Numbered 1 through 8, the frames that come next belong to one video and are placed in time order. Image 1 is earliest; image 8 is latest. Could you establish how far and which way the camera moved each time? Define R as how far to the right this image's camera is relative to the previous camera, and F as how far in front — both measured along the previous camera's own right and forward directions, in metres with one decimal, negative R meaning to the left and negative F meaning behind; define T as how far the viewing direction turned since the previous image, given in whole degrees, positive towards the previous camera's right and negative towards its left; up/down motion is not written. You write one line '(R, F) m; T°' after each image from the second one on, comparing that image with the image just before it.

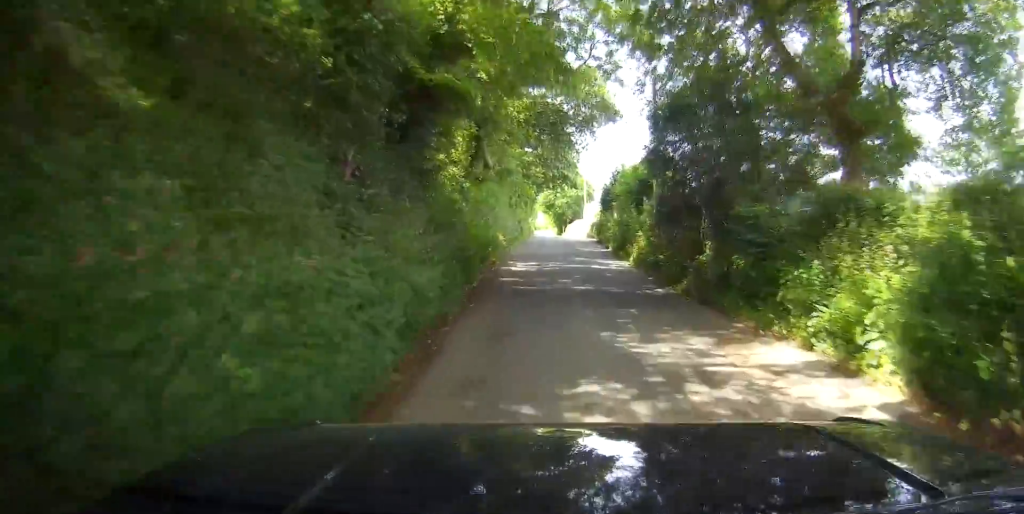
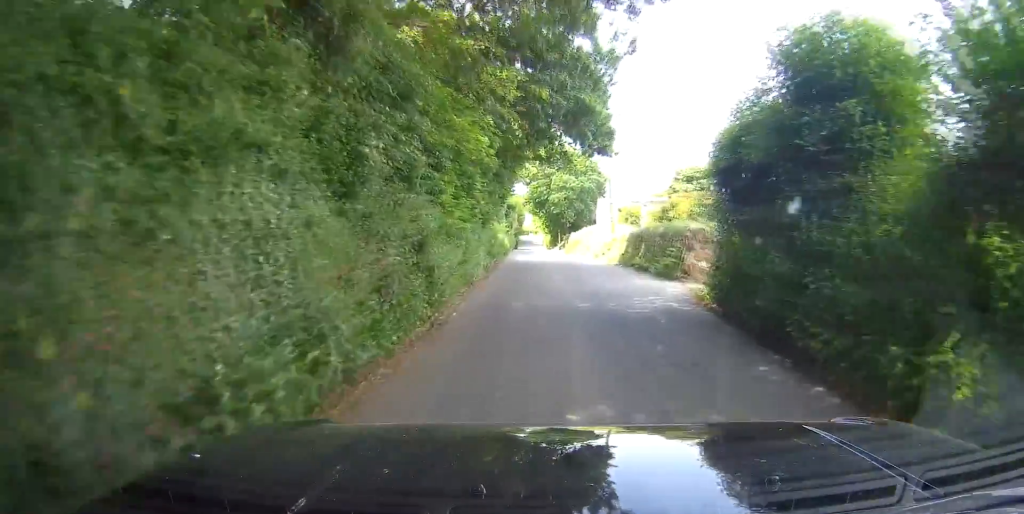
(-0.6, +28.8) m; -3°
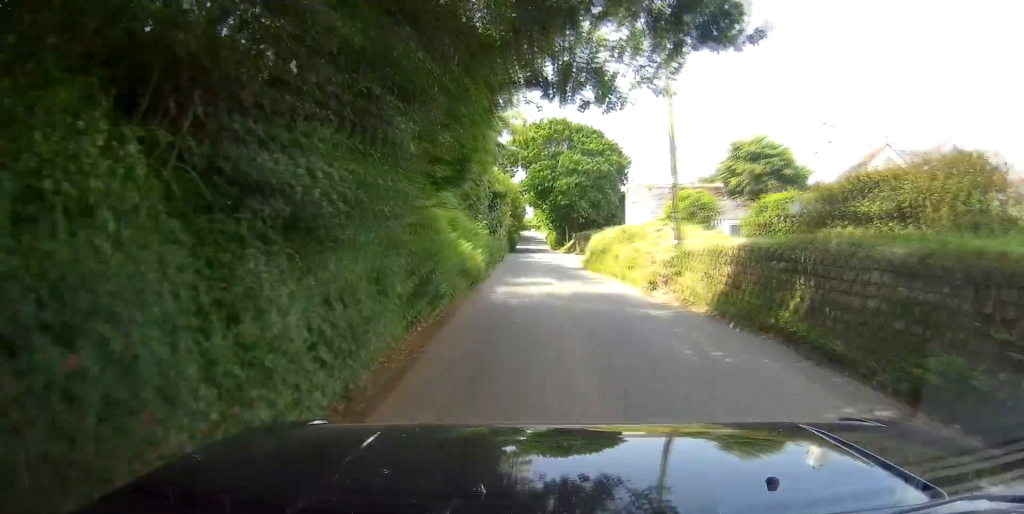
(-0.2, +13.1) m; -2°
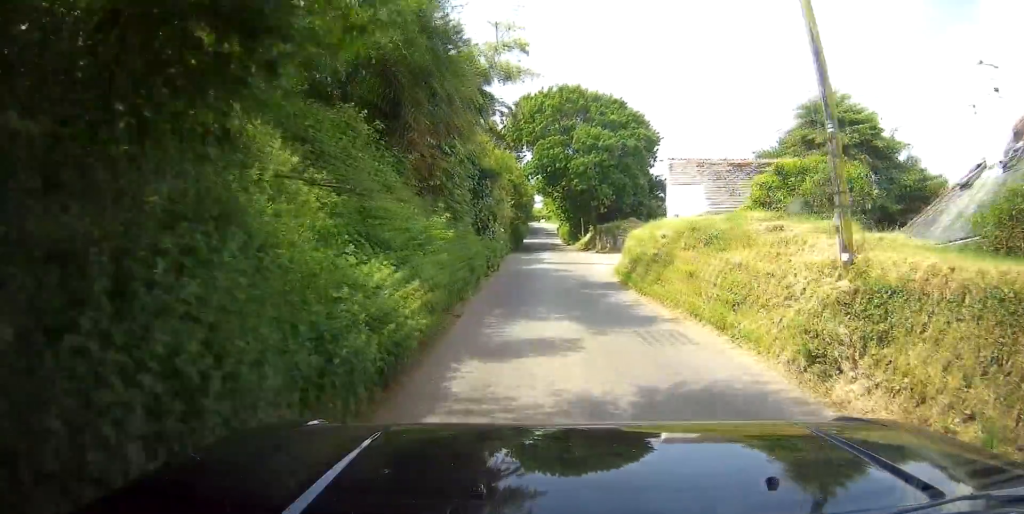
(-0.1, +9.1) m; -1°
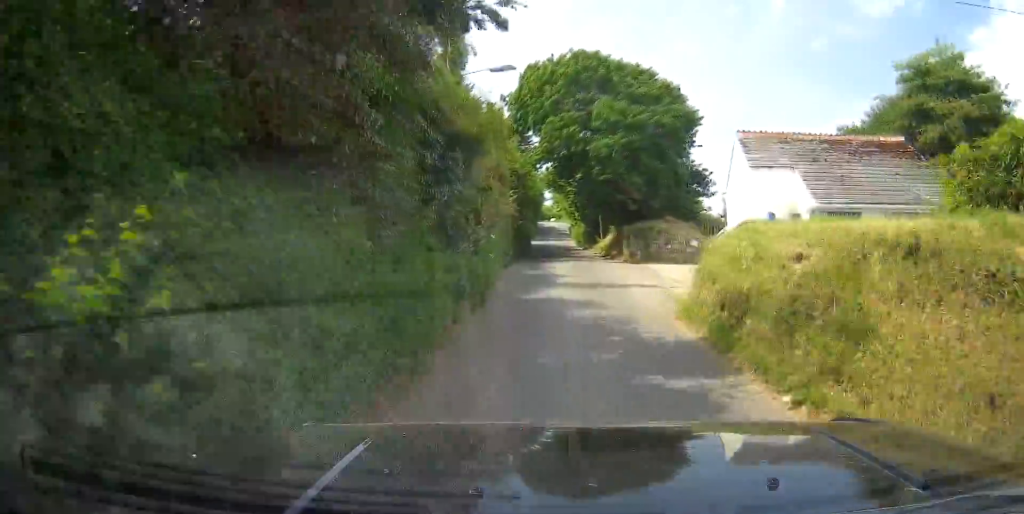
(-0.1, +8.4) m; 0°
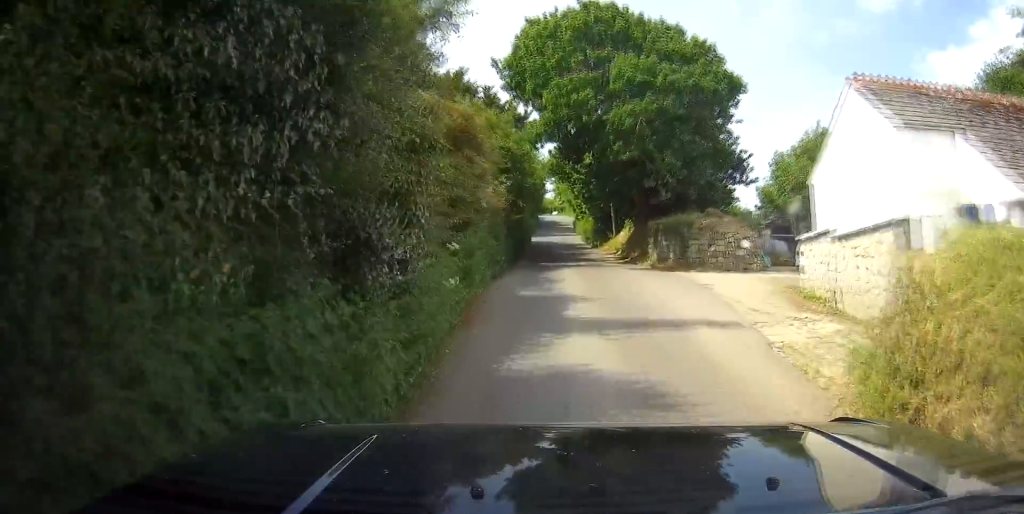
(0.0, +7.0) m; 0°
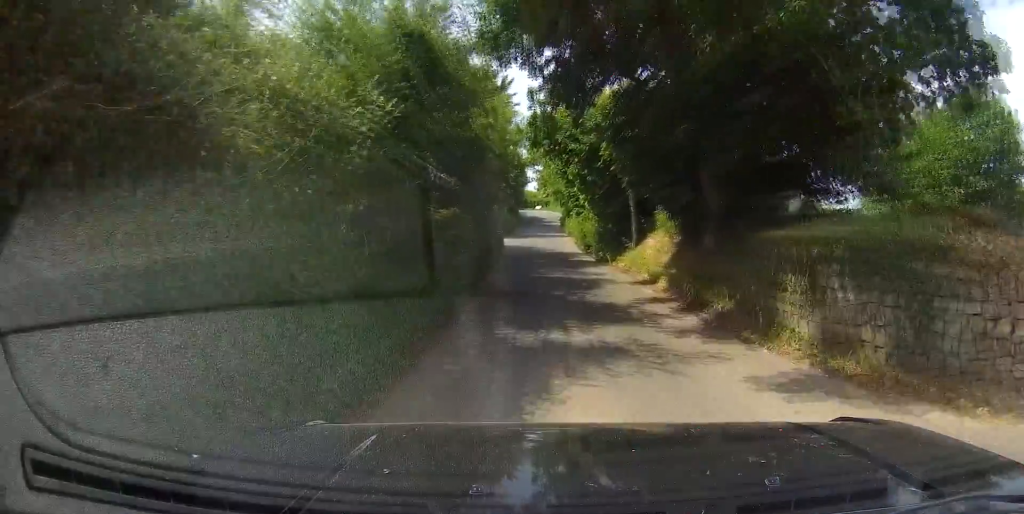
(-0.2, +15.9) m; -4°
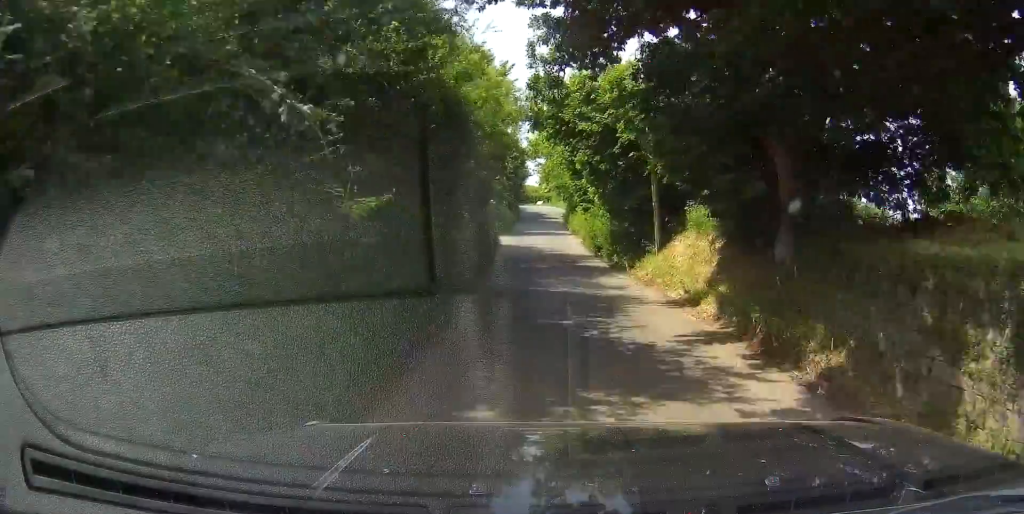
(-0.1, +5.0) m; -3°
